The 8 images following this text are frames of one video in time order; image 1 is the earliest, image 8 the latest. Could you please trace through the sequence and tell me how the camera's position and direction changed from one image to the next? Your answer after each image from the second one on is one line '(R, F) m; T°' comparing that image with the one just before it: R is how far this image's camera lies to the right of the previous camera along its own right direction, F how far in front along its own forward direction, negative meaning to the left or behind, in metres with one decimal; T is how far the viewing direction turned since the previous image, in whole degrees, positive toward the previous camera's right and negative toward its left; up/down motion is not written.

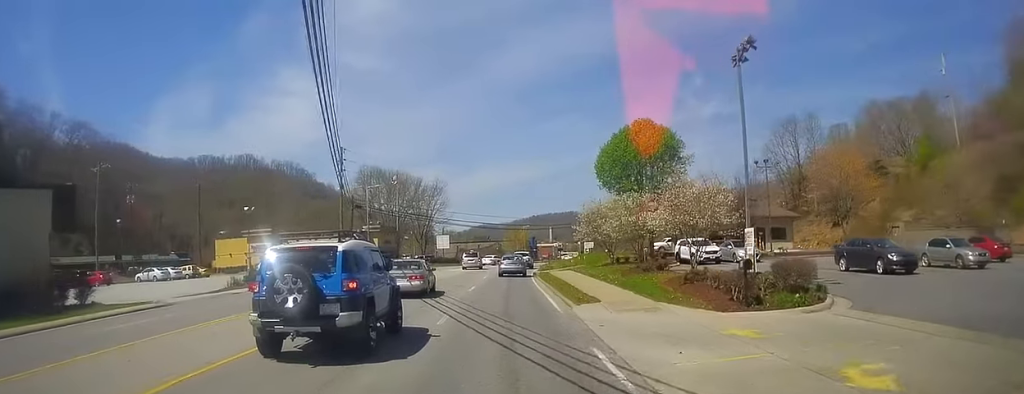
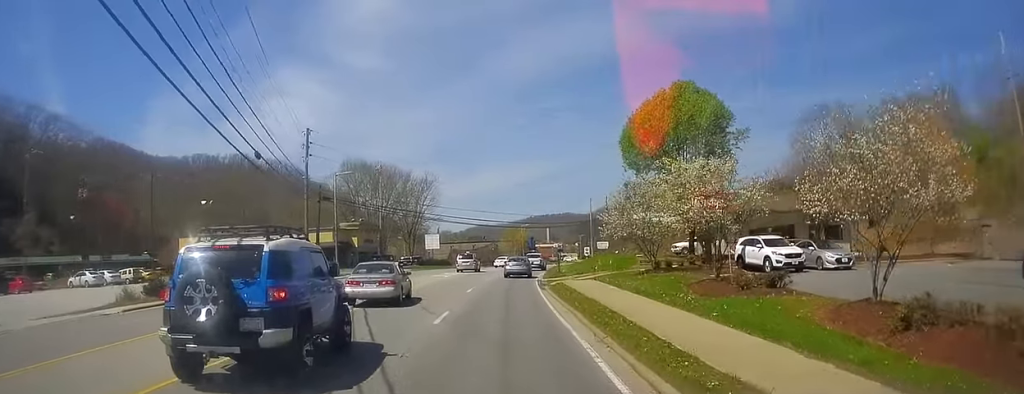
(-0.4, +12.3) m; -2°
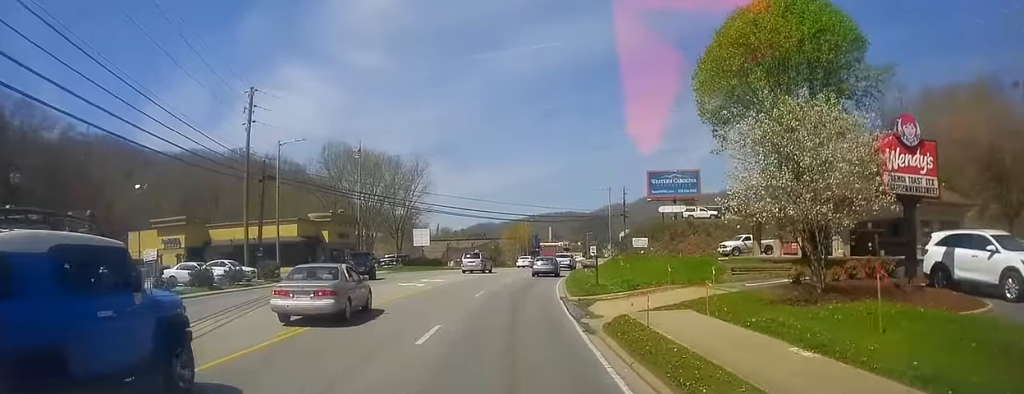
(-0.1, +15.6) m; 0°
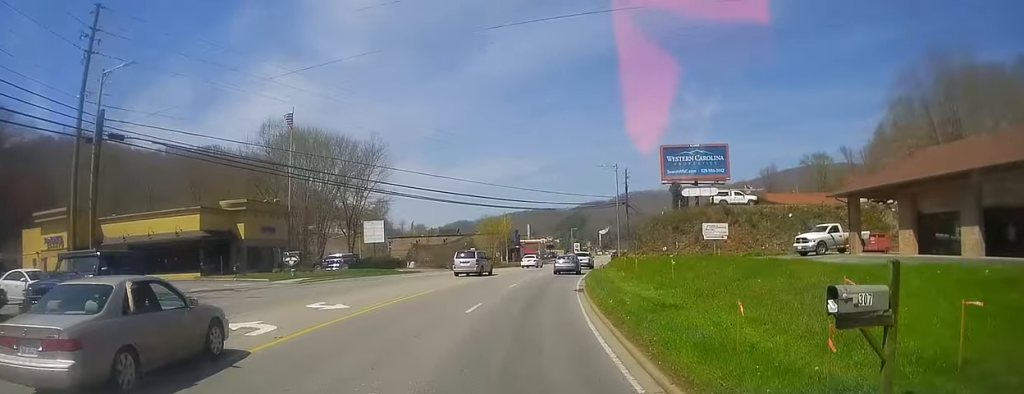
(+0.6, +18.8) m; +4°
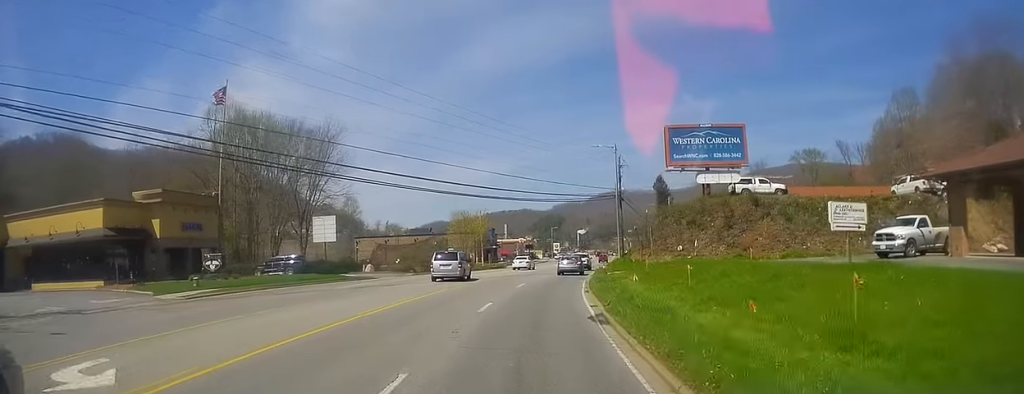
(+0.2, +11.0) m; +3°
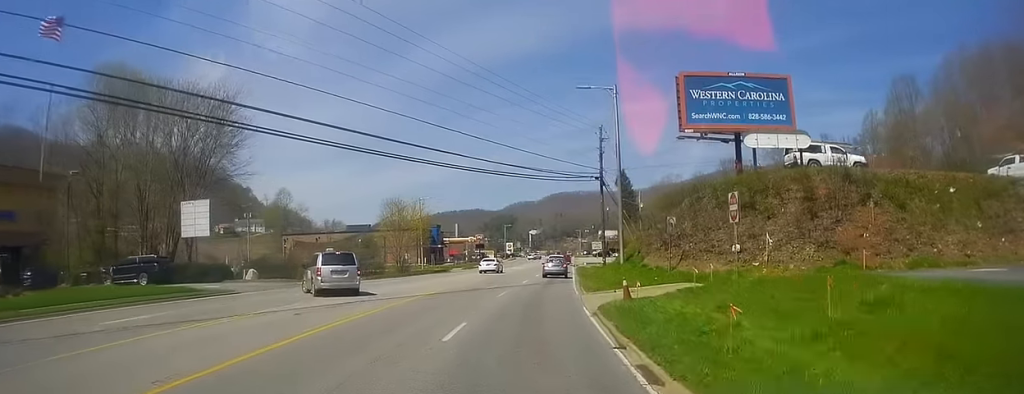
(+0.7, +17.9) m; +4°
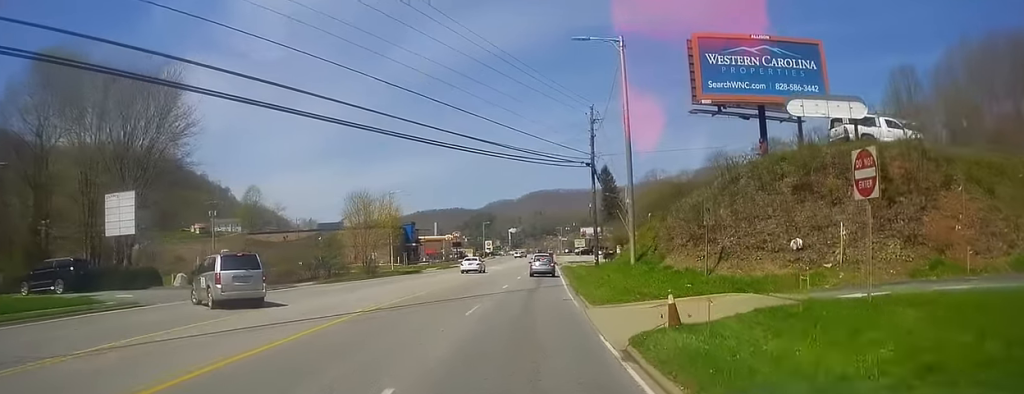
(+0.2, +7.1) m; +1°
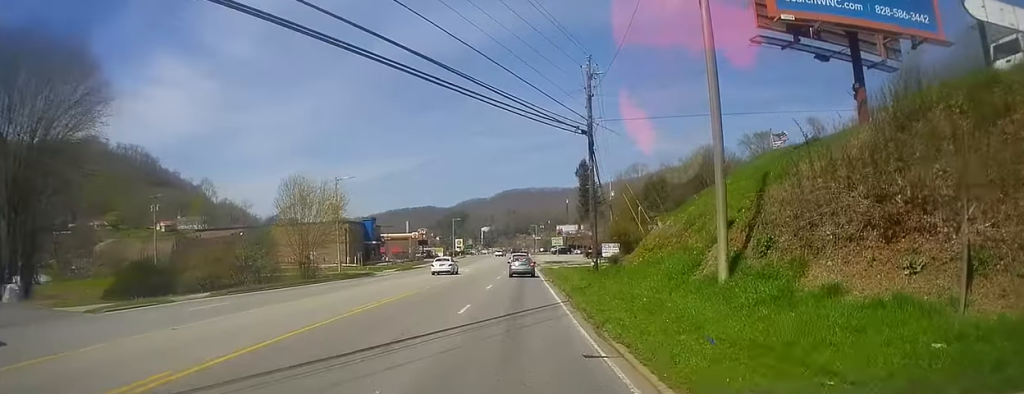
(+0.1, +11.9) m; +1°
